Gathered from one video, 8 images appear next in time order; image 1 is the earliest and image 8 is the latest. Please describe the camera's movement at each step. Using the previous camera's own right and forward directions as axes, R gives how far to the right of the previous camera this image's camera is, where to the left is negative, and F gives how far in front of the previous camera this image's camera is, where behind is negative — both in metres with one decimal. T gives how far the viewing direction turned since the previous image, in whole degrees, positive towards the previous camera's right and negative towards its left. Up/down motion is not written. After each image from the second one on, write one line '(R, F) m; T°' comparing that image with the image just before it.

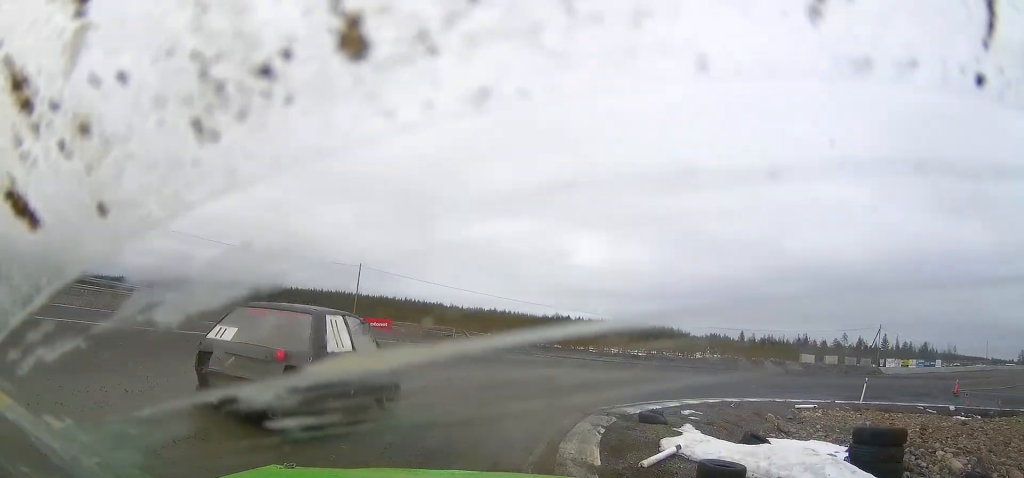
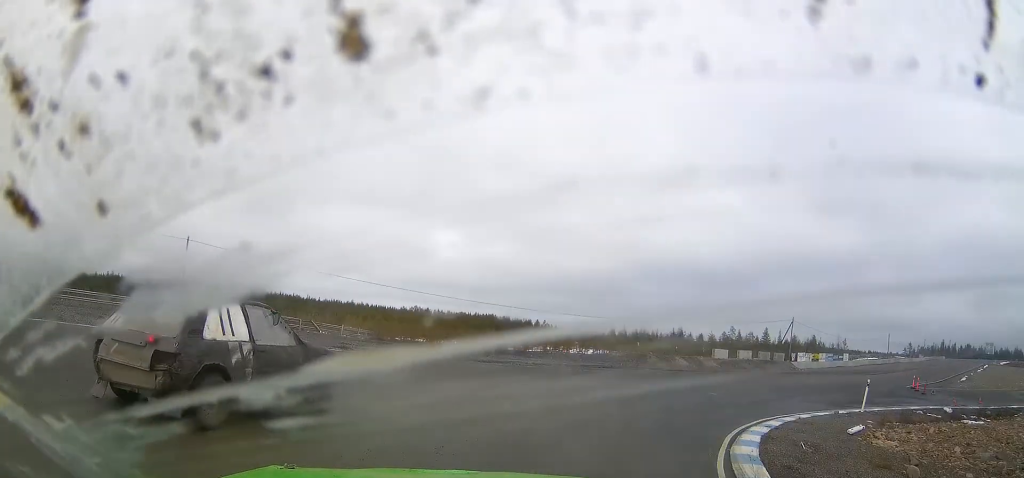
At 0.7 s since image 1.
(+1.1, +11.5) m; +14°
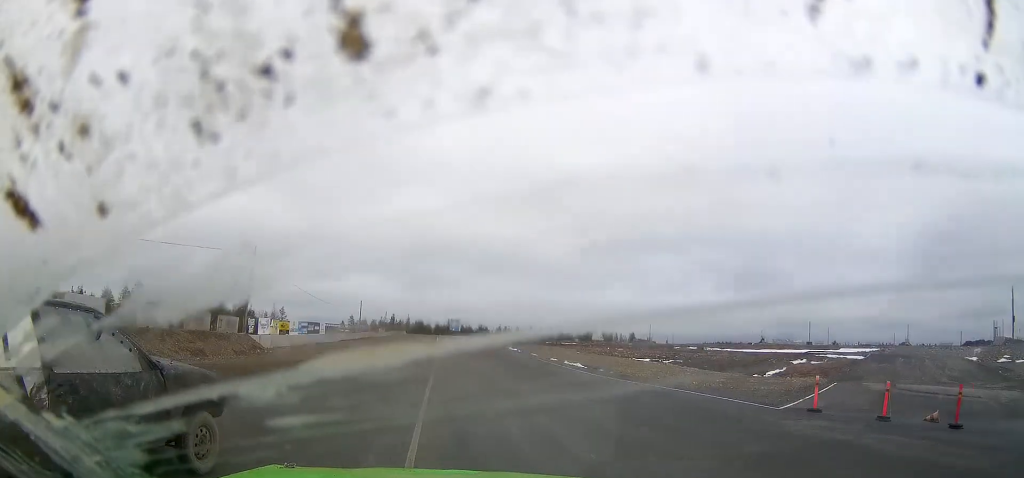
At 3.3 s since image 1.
(+20.4, +26.9) m; +73°
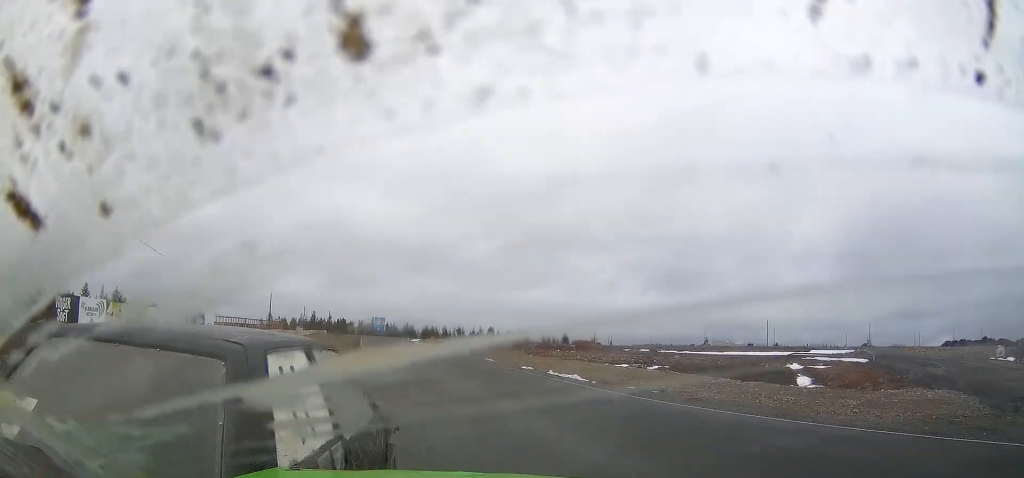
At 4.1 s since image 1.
(+0.7, +14.1) m; +3°
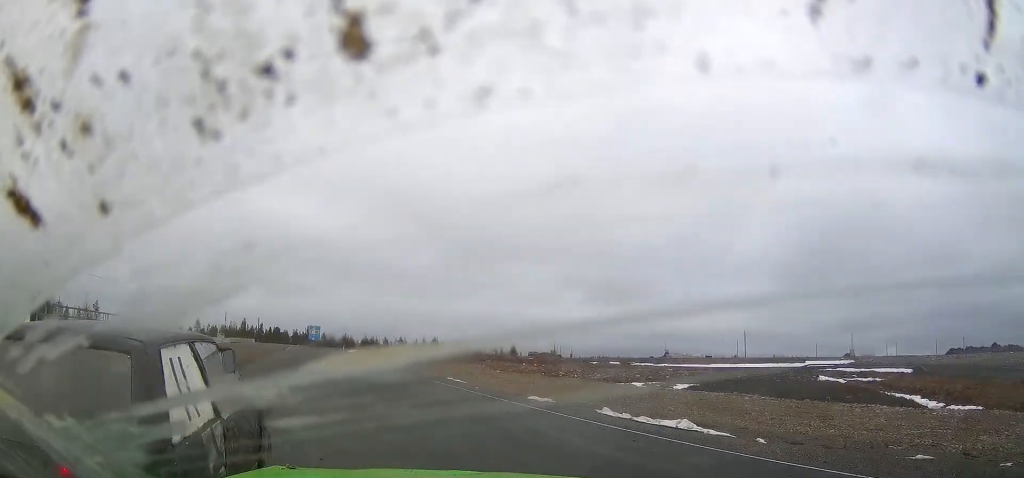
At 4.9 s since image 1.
(0.0, +16.2) m; 0°
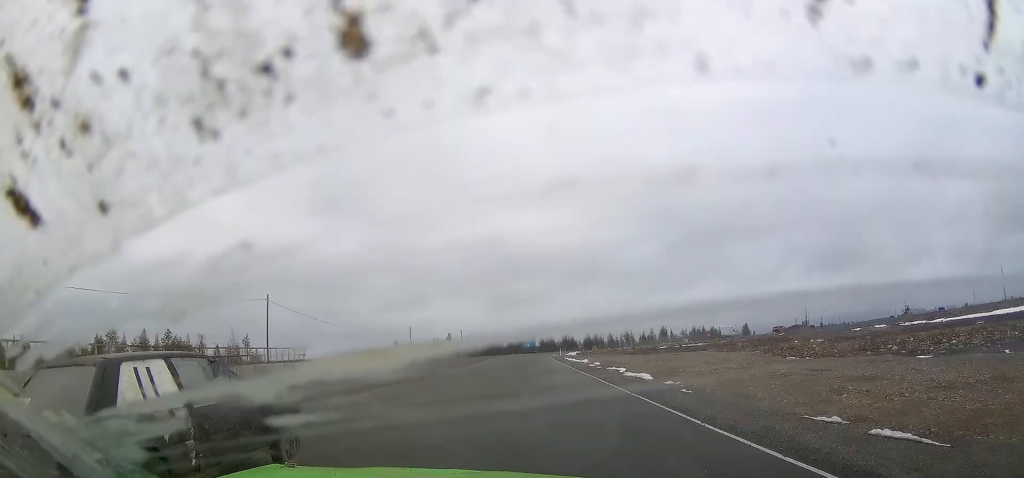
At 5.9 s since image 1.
(0.0, +20.8) m; +1°
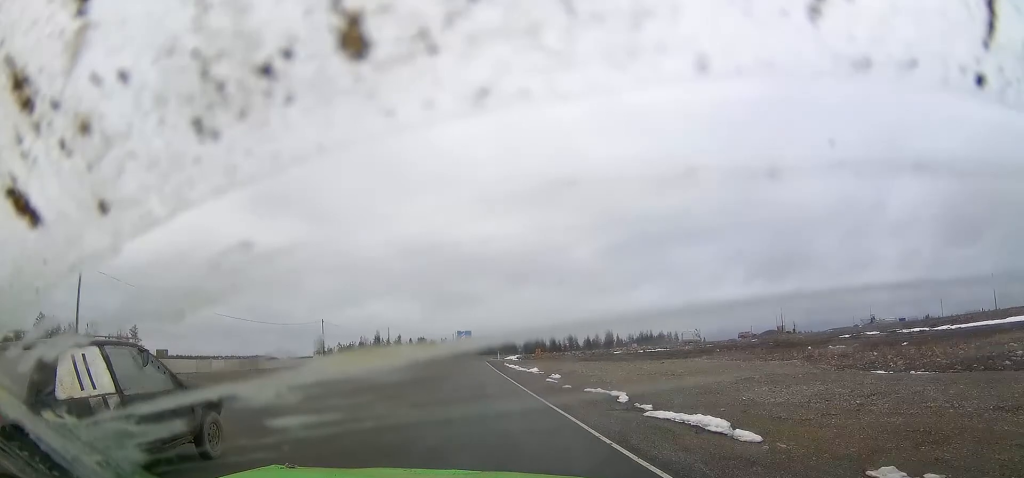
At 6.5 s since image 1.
(-0.1, +13.9) m; +1°
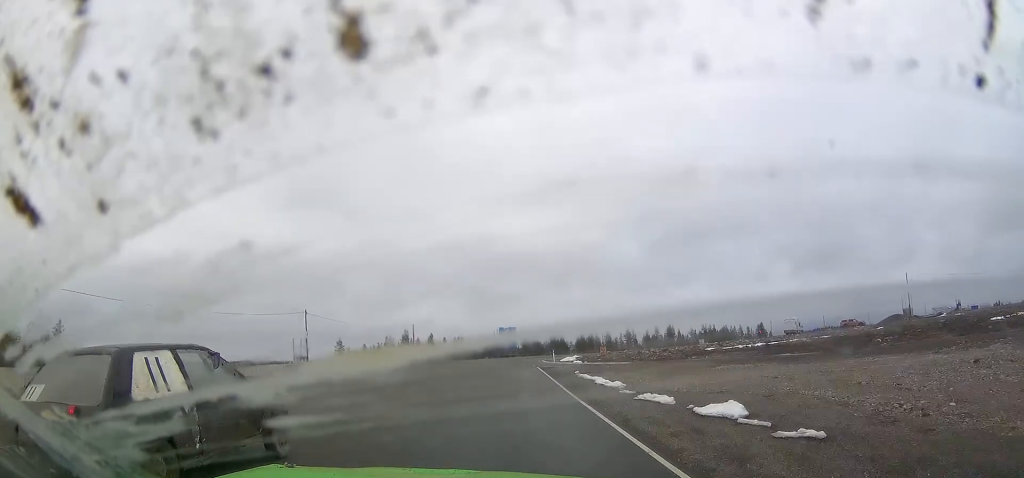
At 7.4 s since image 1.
(+0.6, +23.8) m; +1°
